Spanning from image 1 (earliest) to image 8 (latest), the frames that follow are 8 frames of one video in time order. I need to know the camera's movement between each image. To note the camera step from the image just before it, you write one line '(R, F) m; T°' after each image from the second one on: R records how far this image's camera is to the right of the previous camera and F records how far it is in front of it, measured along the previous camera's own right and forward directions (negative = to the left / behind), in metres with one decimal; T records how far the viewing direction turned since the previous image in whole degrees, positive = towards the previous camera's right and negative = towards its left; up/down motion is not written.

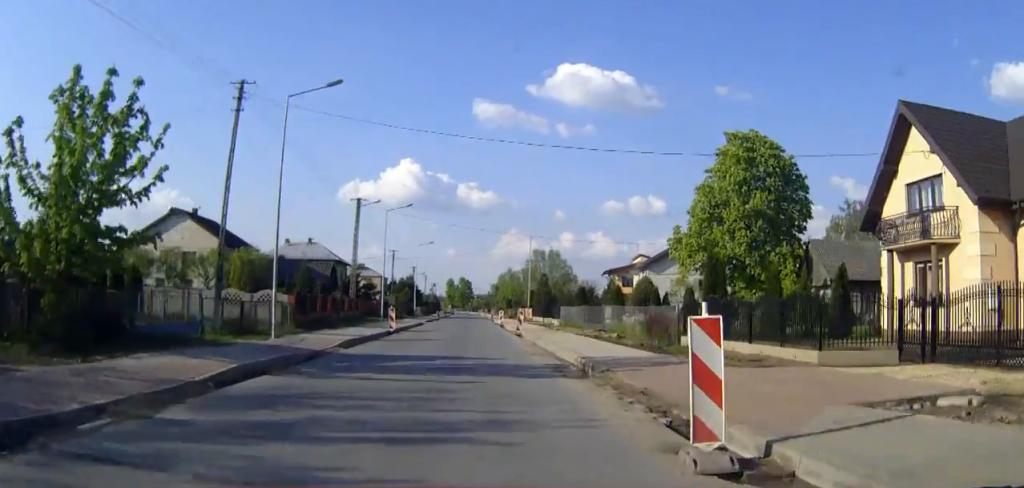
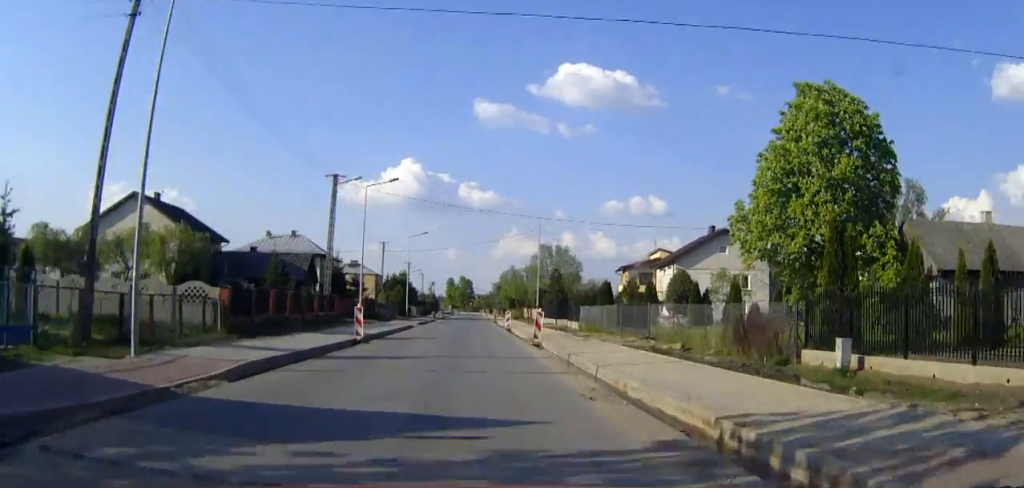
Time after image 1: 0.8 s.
(+0.1, +10.8) m; 0°
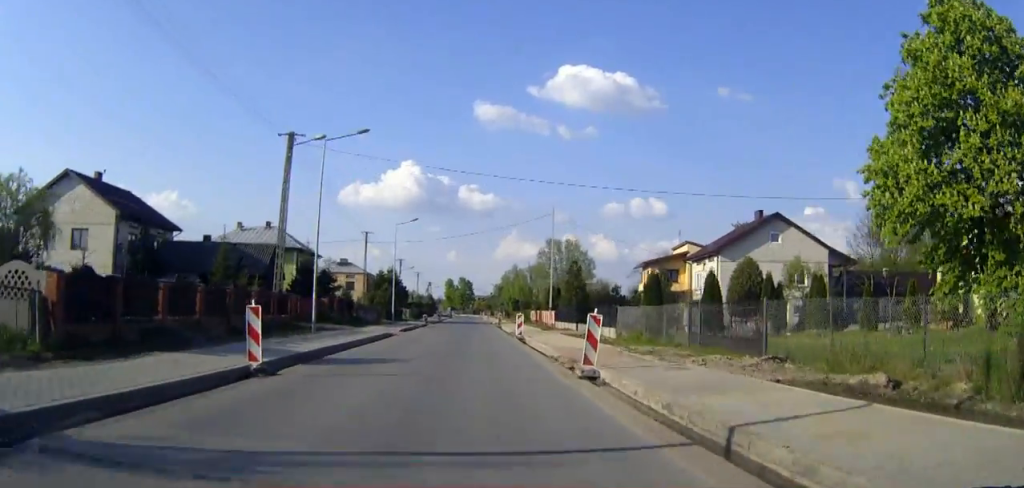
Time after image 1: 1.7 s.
(0.0, +12.7) m; 0°
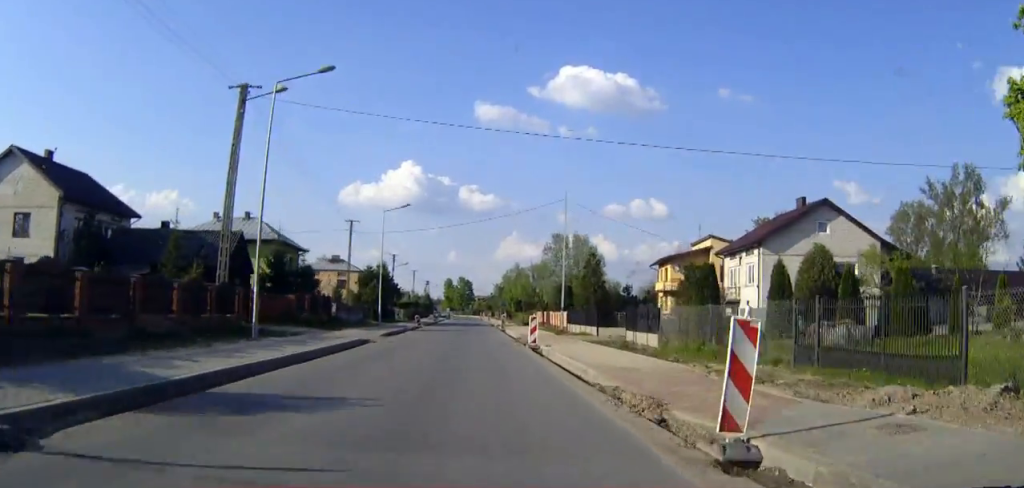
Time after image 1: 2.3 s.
(0.0, +8.5) m; 0°
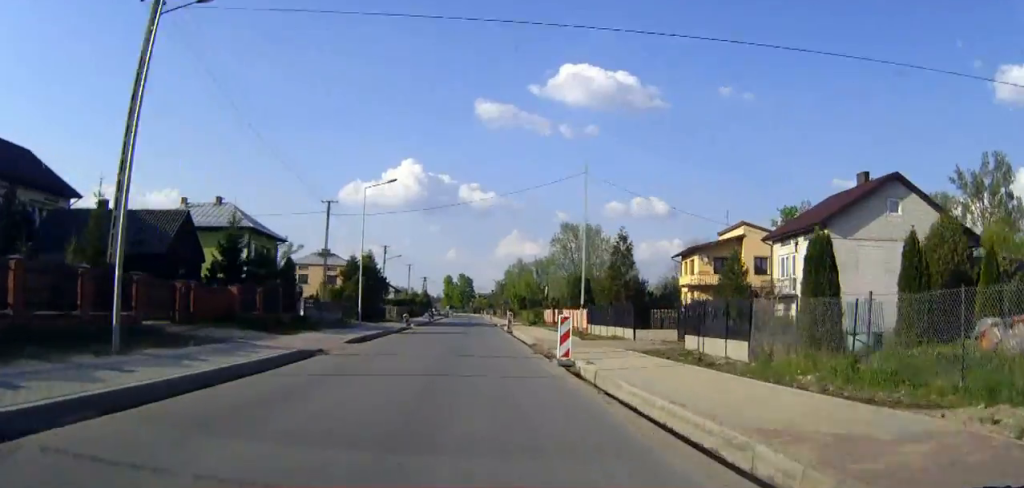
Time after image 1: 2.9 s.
(0.0, +9.4) m; 0°
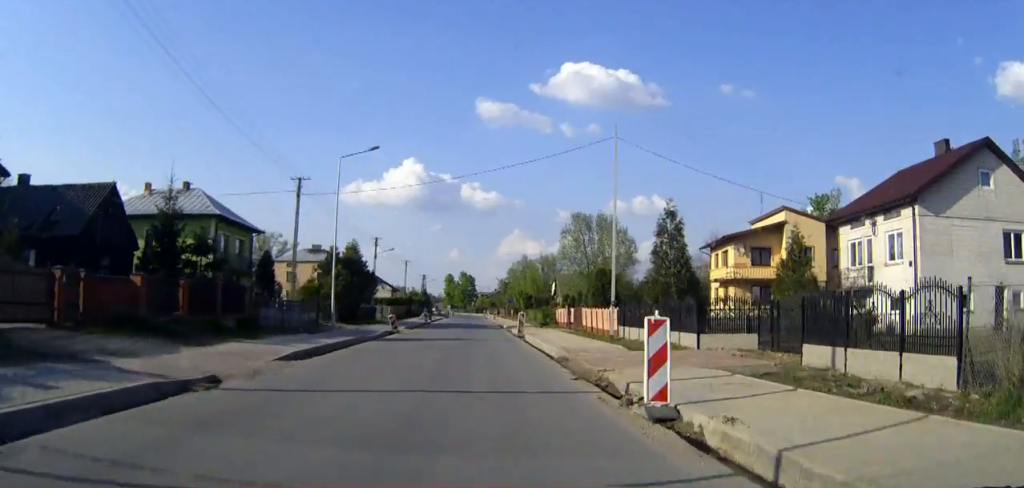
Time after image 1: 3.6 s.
(0.0, +9.0) m; 0°
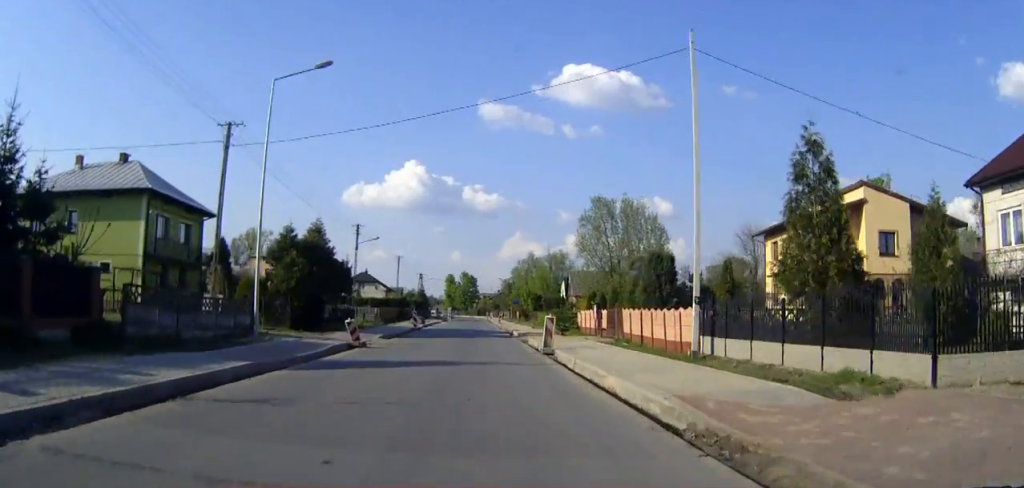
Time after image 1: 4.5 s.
(0.0, +12.9) m; 0°
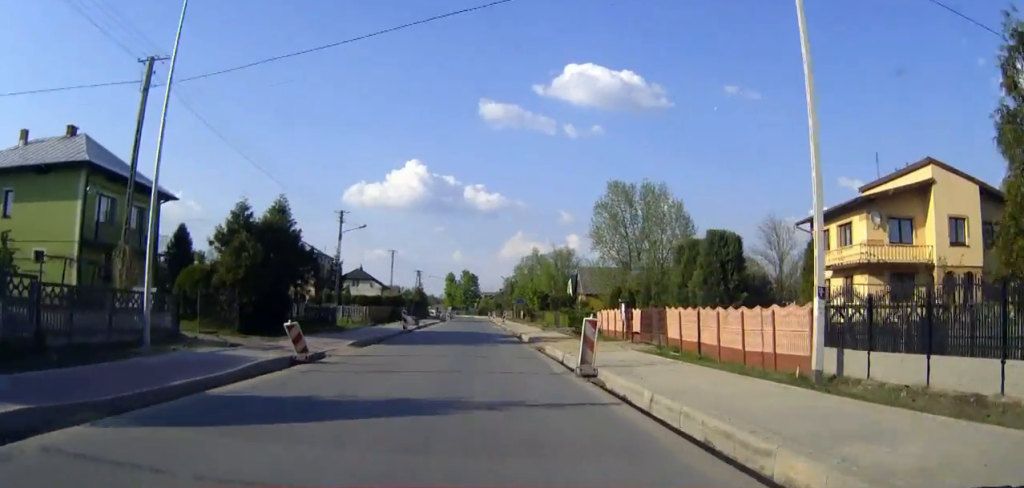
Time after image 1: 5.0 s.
(0.0, +8.1) m; 0°
